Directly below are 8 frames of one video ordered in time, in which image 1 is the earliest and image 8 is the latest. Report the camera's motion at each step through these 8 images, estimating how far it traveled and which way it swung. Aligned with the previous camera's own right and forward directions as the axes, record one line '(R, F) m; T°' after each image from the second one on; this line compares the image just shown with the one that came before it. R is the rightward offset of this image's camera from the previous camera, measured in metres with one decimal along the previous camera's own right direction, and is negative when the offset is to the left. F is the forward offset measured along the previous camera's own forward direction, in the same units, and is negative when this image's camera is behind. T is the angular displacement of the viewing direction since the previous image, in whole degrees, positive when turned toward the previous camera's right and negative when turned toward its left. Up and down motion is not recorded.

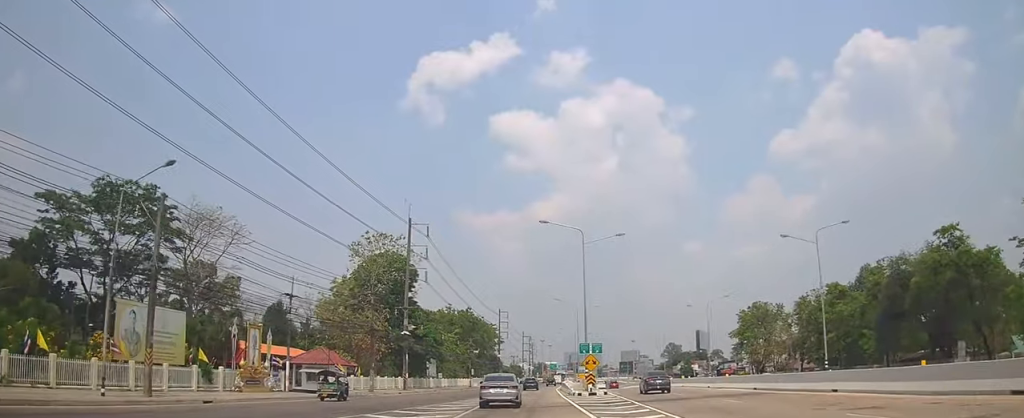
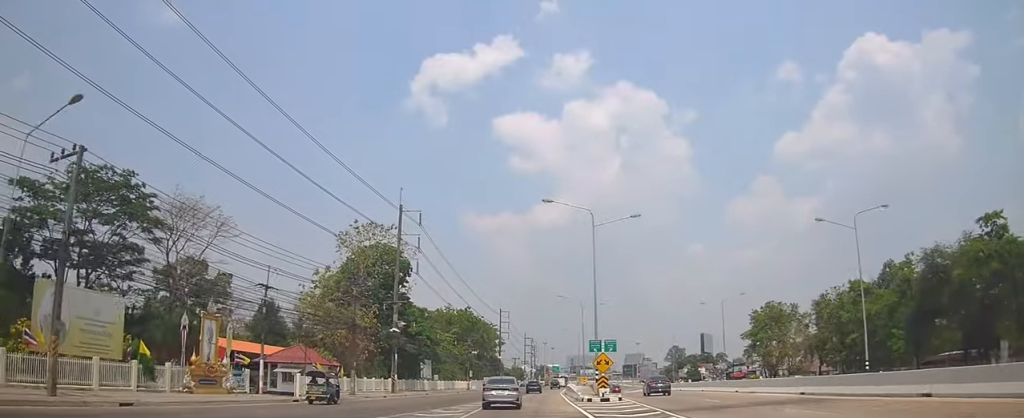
(0.0, +5.9) m; 0°
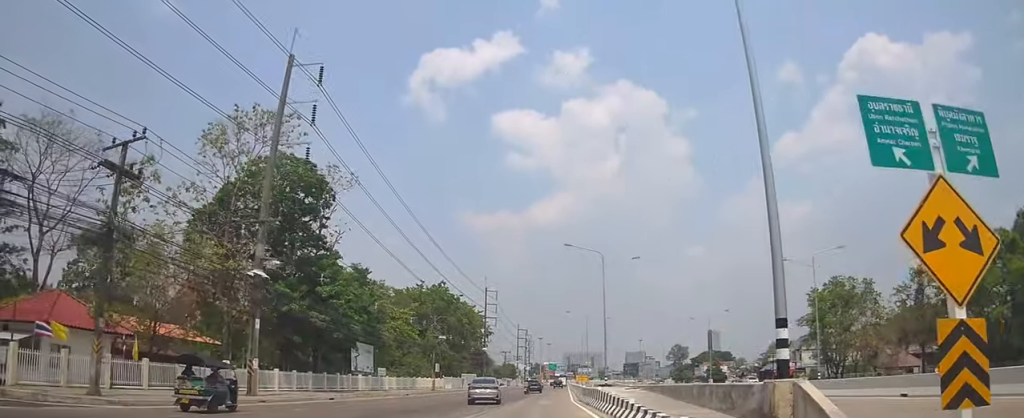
(+0.1, +28.2) m; 0°
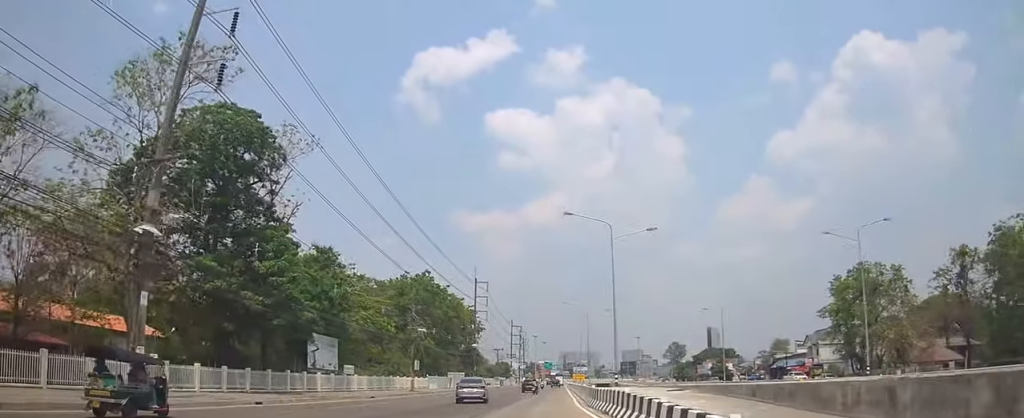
(0.0, +8.8) m; 0°
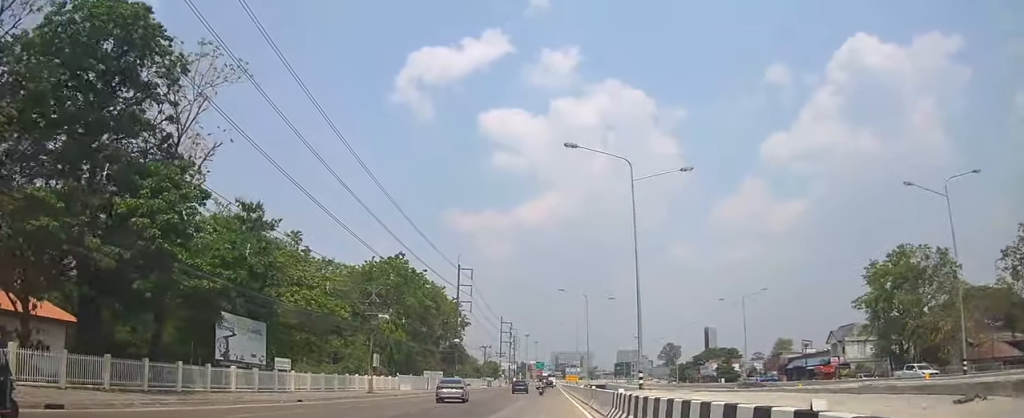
(-0.2, +11.6) m; +1°
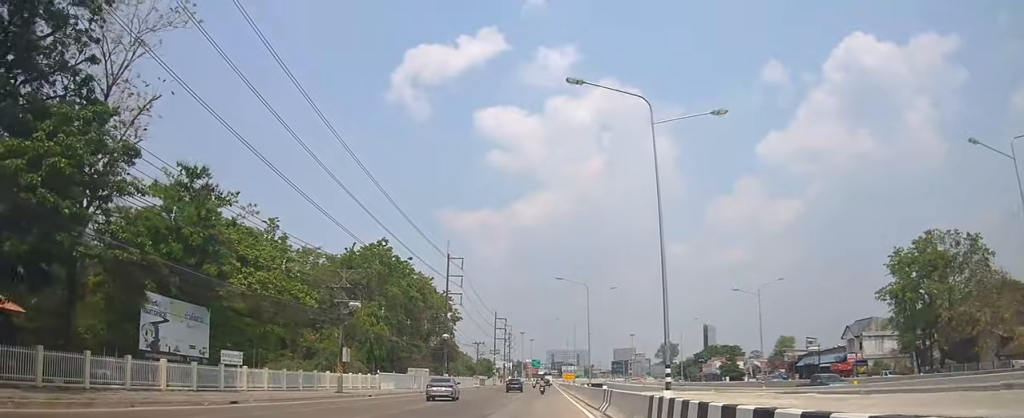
(+0.1, +6.2) m; +2°
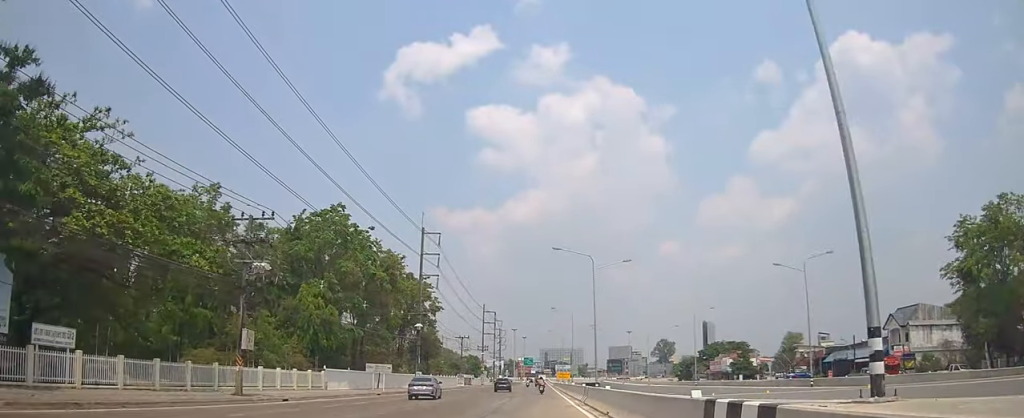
(+0.4, +13.0) m; +1°
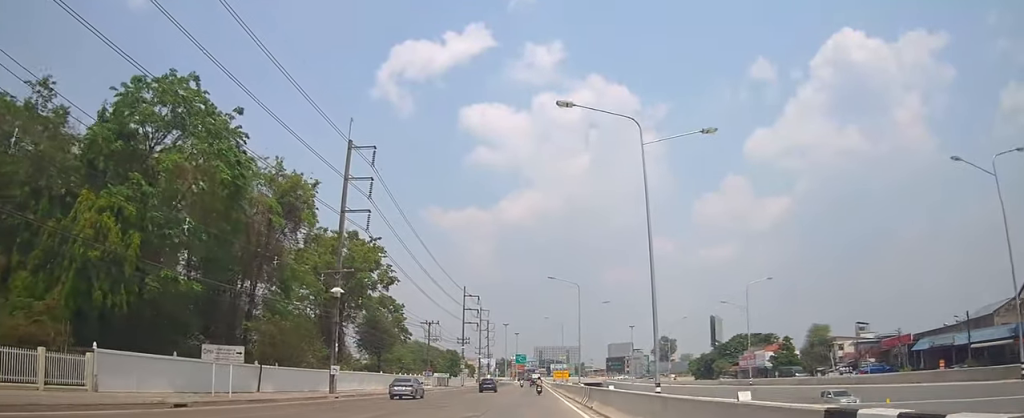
(-0.5, +24.8) m; -2°
